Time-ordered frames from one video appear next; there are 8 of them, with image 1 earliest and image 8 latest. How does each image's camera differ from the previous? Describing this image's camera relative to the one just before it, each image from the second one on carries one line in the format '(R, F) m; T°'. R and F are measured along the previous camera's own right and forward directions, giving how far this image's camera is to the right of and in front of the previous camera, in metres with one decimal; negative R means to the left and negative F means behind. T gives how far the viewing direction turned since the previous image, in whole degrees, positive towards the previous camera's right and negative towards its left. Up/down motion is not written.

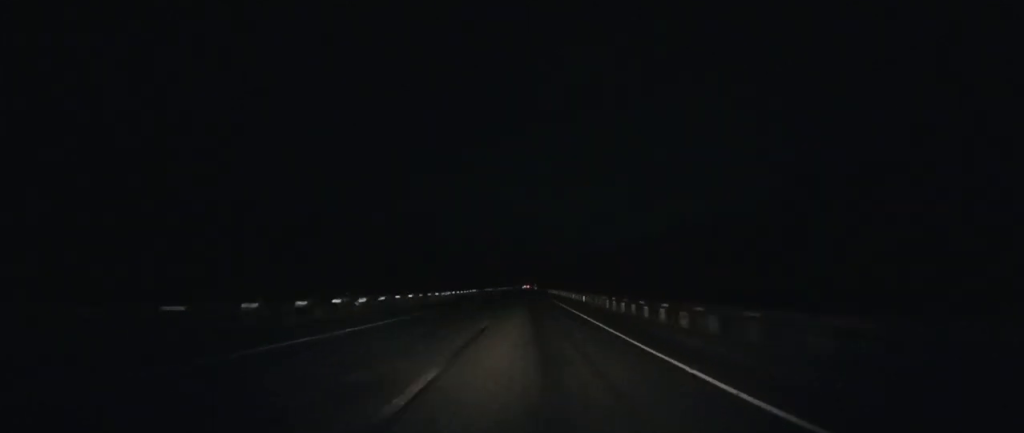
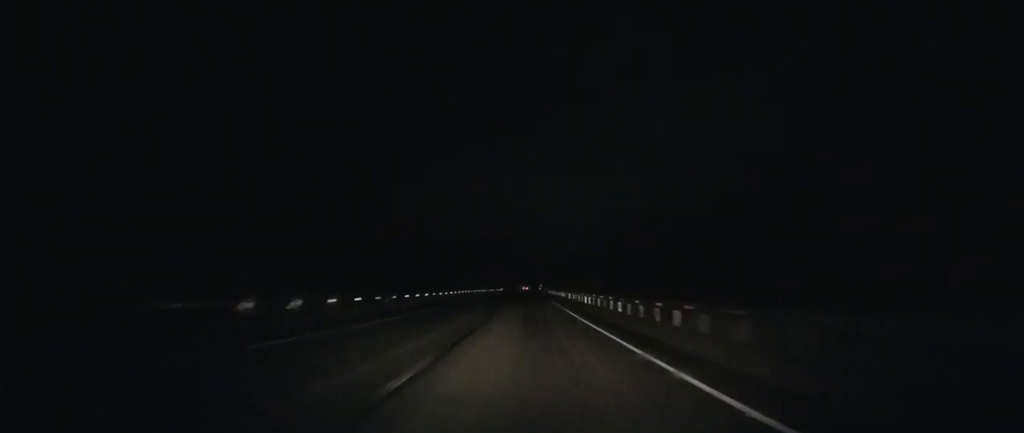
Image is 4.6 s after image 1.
(-0.2, +138.9) m; 0°
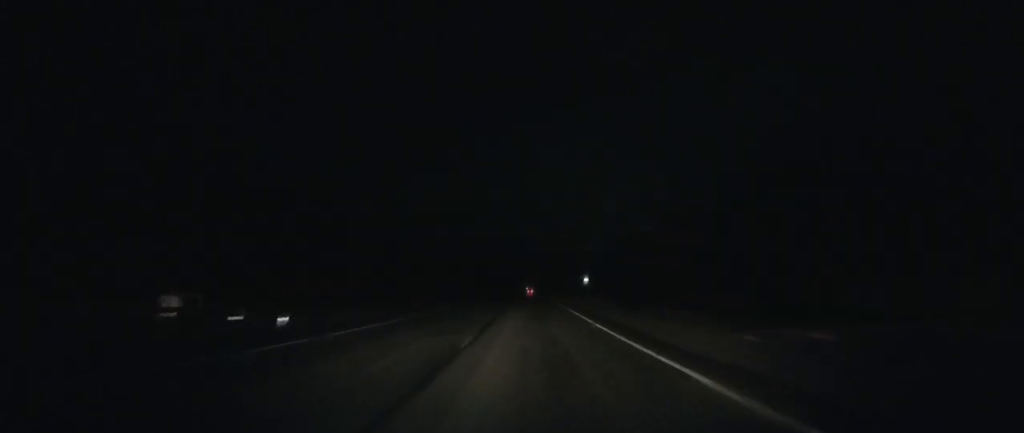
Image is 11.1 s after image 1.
(+0.3, +201.9) m; 0°
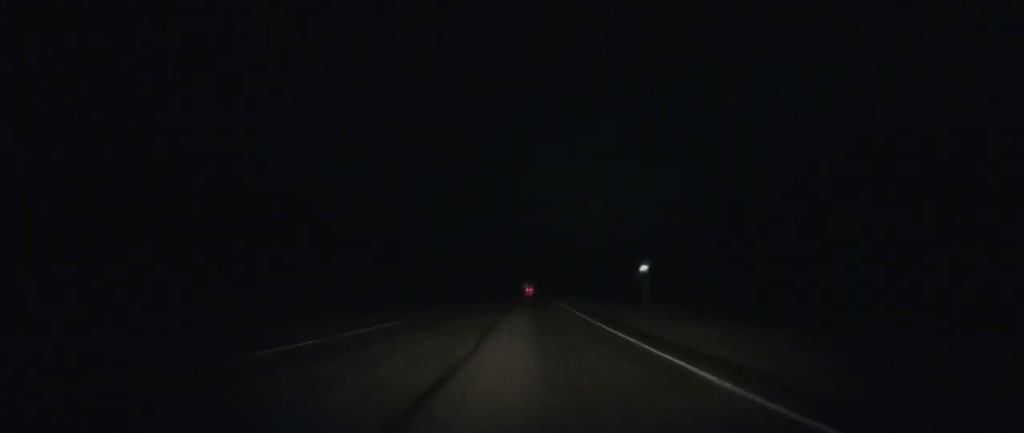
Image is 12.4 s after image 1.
(-0.1, +38.4) m; 0°
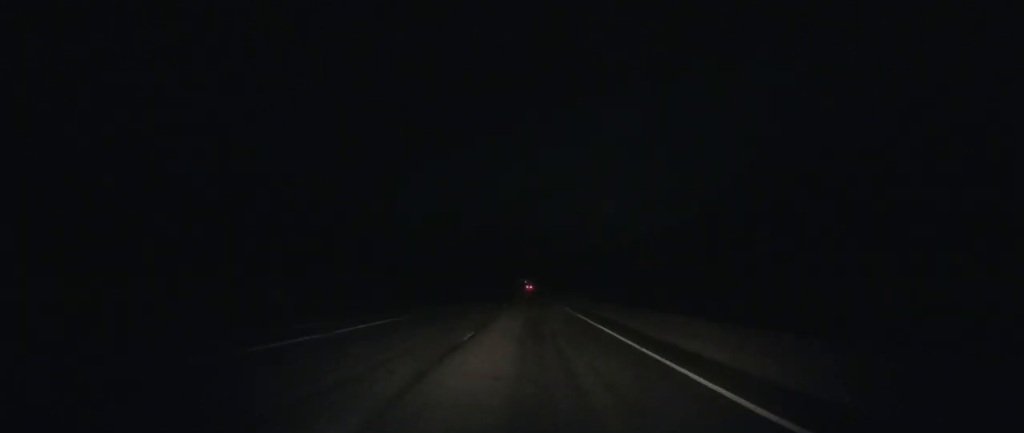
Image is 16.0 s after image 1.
(0.0, +103.5) m; 0°
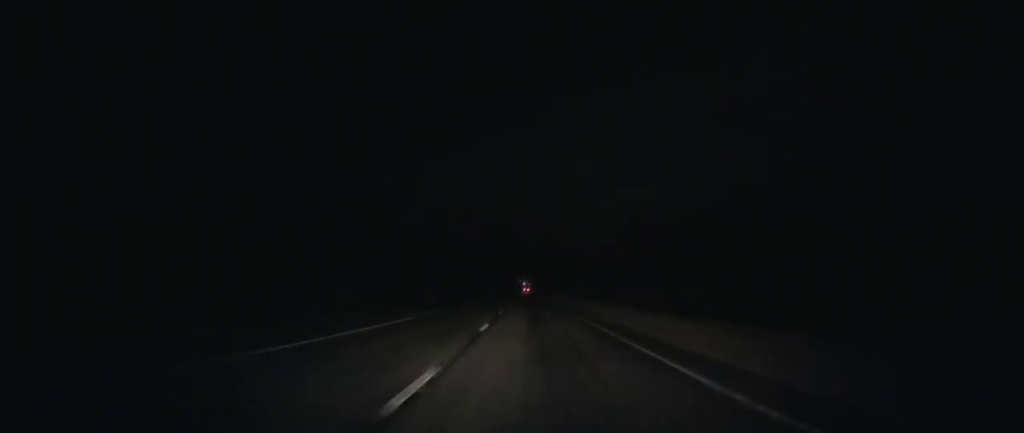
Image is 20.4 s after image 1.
(+0.7, +124.6) m; 0°
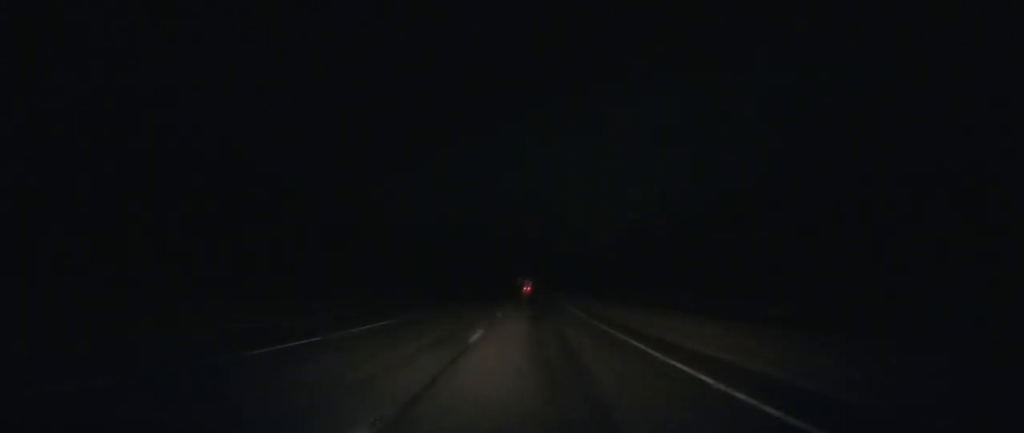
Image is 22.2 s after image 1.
(0.0, +53.0) m; 0°
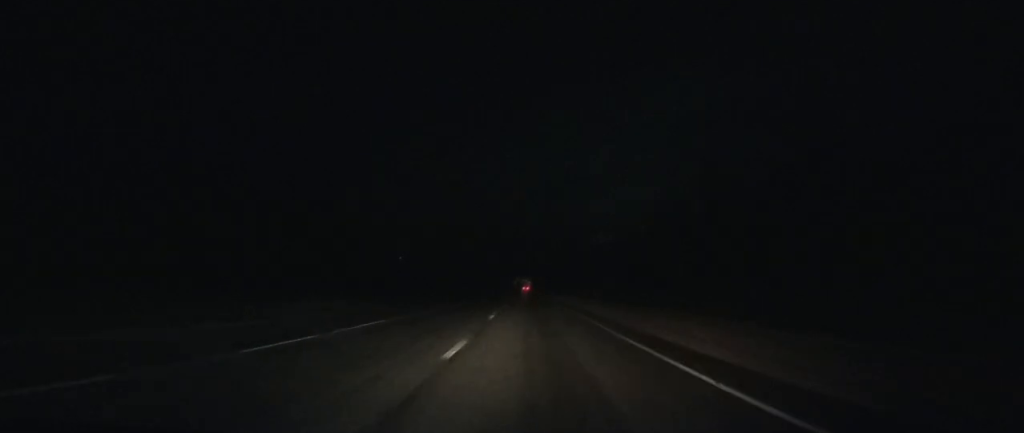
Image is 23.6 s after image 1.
(-0.1, +41.2) m; 0°
